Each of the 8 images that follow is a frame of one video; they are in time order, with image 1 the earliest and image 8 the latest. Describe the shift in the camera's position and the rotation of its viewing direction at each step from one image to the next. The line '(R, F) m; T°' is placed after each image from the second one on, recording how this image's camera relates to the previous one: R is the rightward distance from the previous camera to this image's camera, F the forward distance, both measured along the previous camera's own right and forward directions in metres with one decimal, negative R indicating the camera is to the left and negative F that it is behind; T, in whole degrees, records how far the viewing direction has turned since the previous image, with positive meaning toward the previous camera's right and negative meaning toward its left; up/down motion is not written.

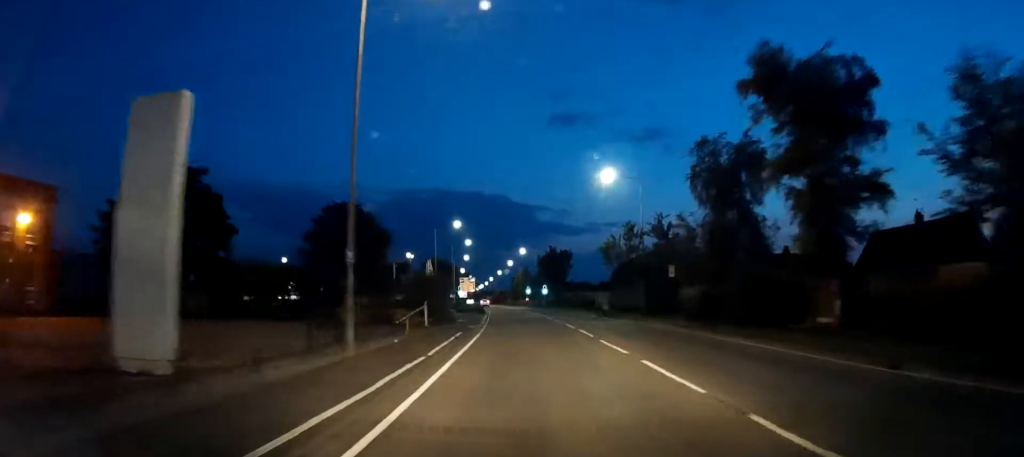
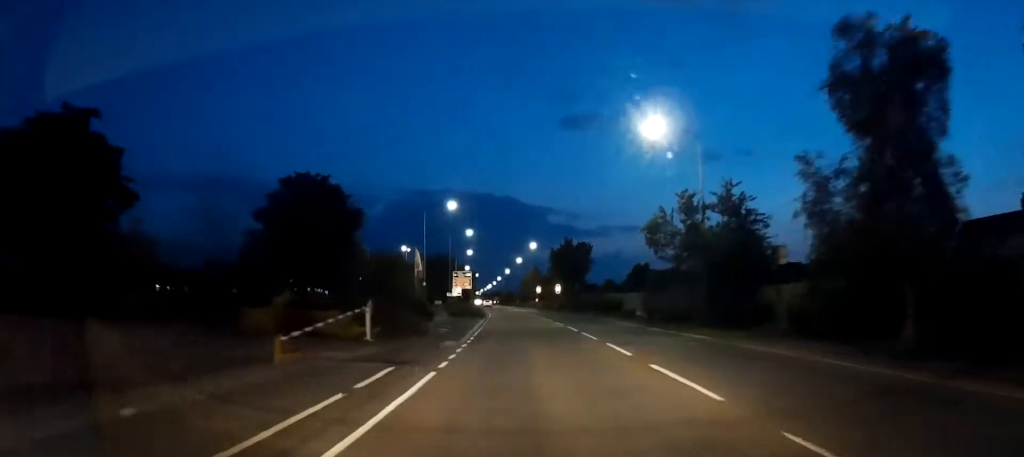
(-0.1, +13.6) m; +1°
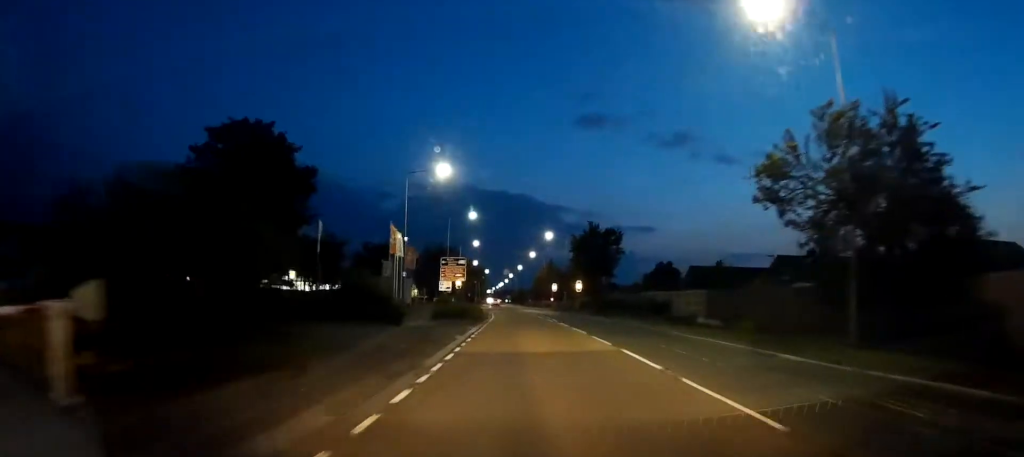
(+0.3, +14.8) m; +1°
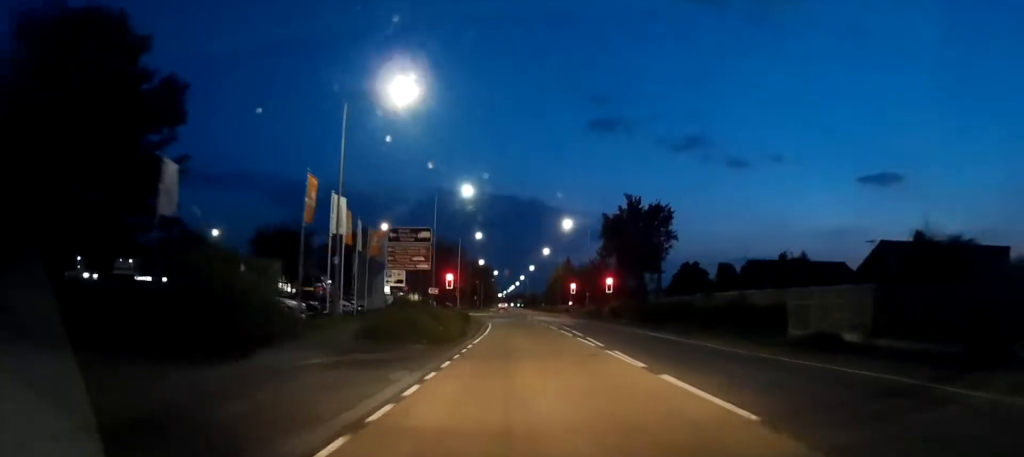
(0.0, +18.2) m; 0°
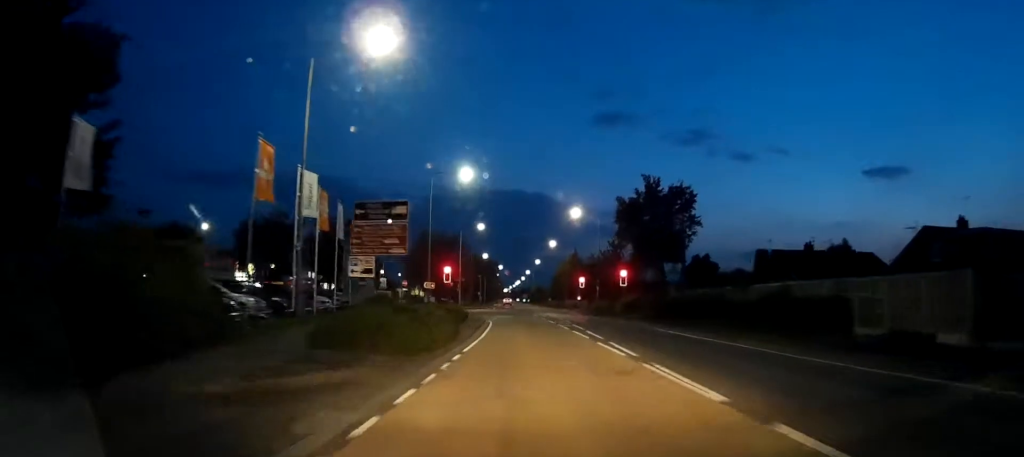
(0.0, +5.4) m; 0°
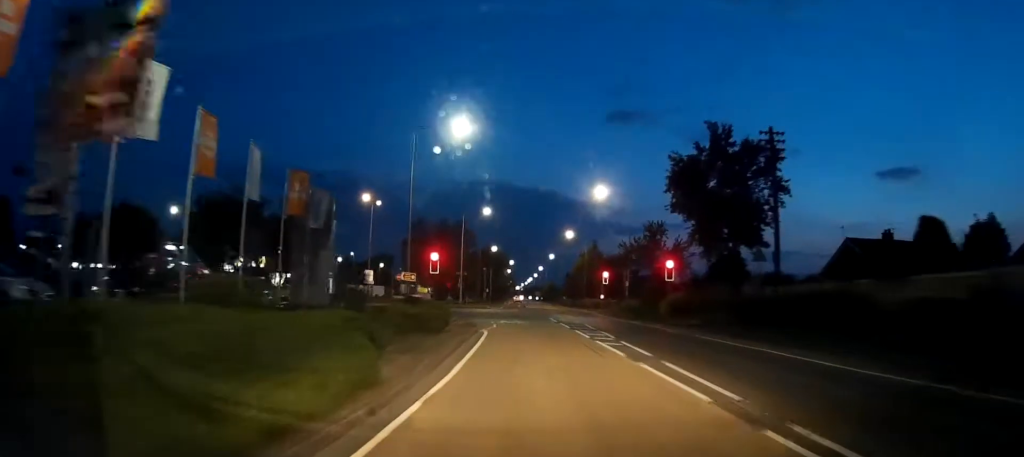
(+0.1, +13.6) m; -2°
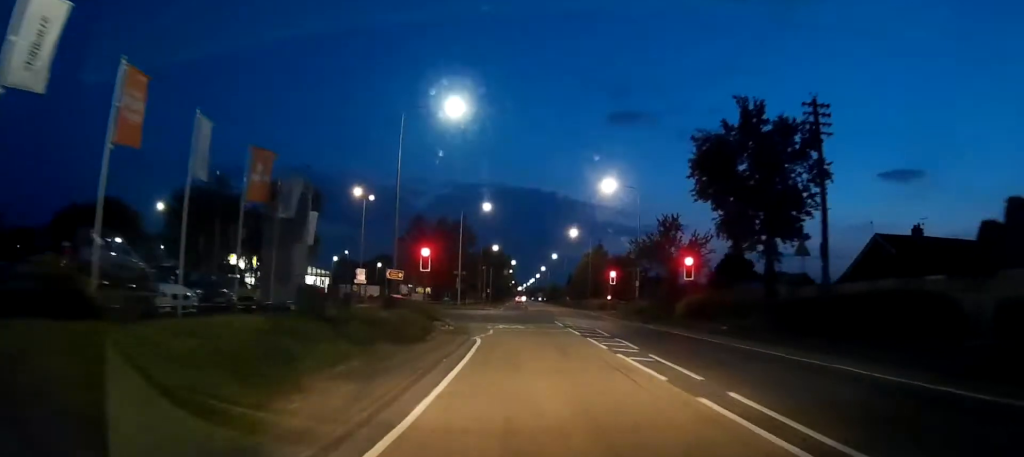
(-0.1, +4.3) m; -1°
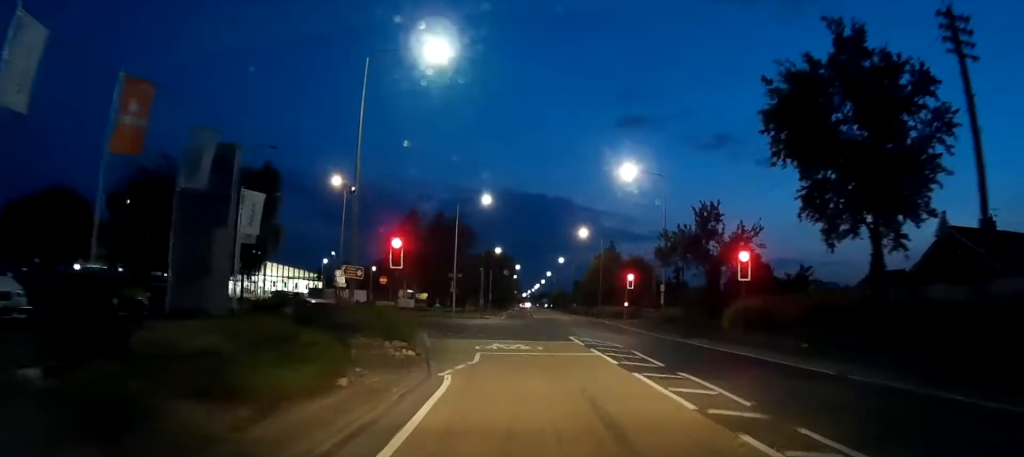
(-0.2, +9.4) m; +2°
